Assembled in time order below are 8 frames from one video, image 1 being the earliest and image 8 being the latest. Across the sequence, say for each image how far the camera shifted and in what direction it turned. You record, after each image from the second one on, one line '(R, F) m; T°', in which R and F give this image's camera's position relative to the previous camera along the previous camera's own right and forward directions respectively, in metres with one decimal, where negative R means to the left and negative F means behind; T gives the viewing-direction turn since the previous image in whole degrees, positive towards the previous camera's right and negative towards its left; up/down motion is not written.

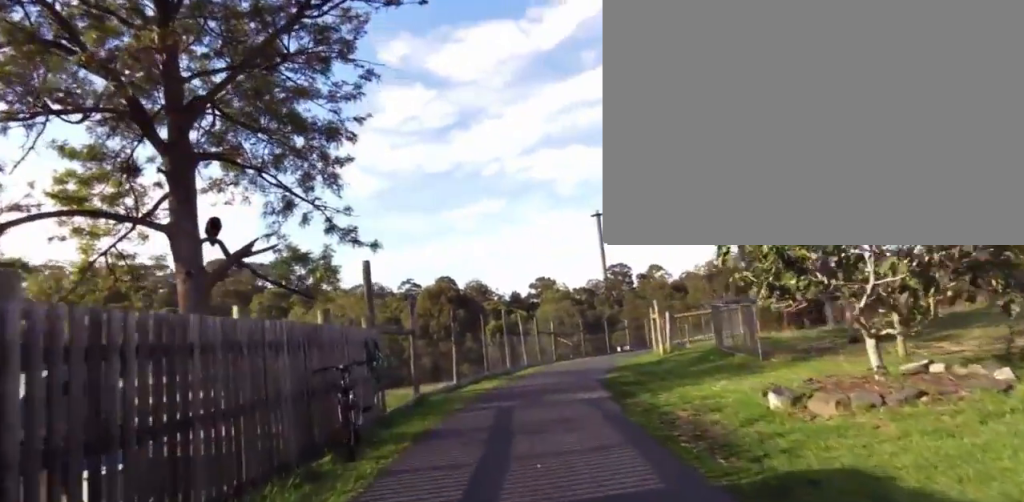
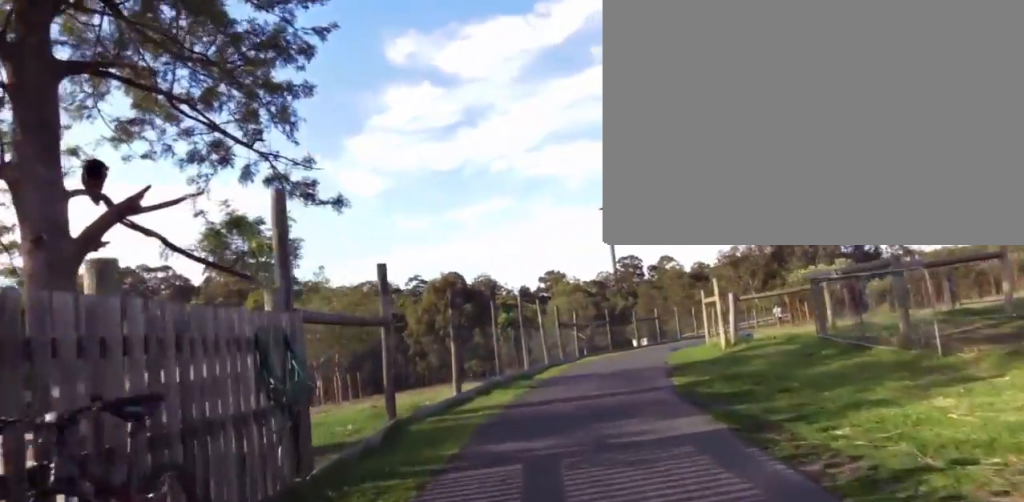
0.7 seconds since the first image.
(-0.6, +4.4) m; 0°
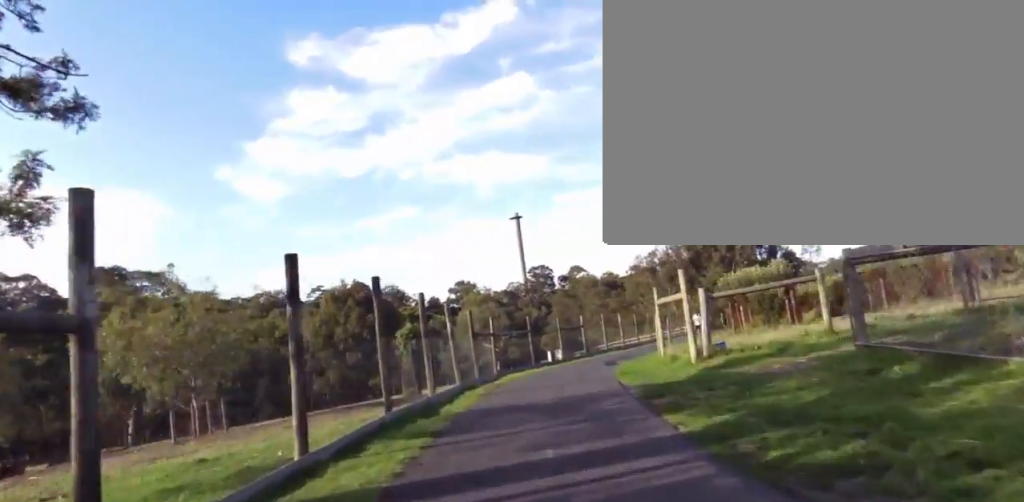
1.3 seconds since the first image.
(-0.1, +4.2) m; +3°
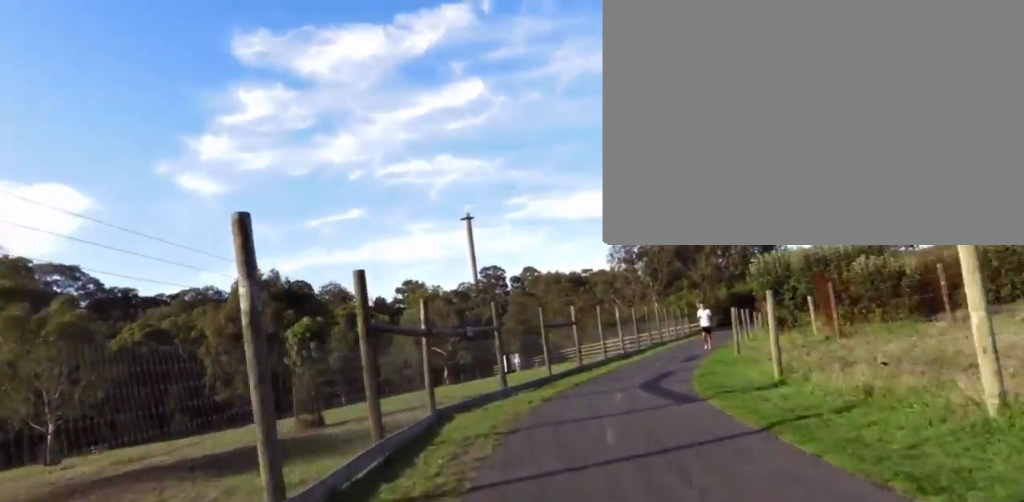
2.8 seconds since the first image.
(+1.4, +10.2) m; +15°
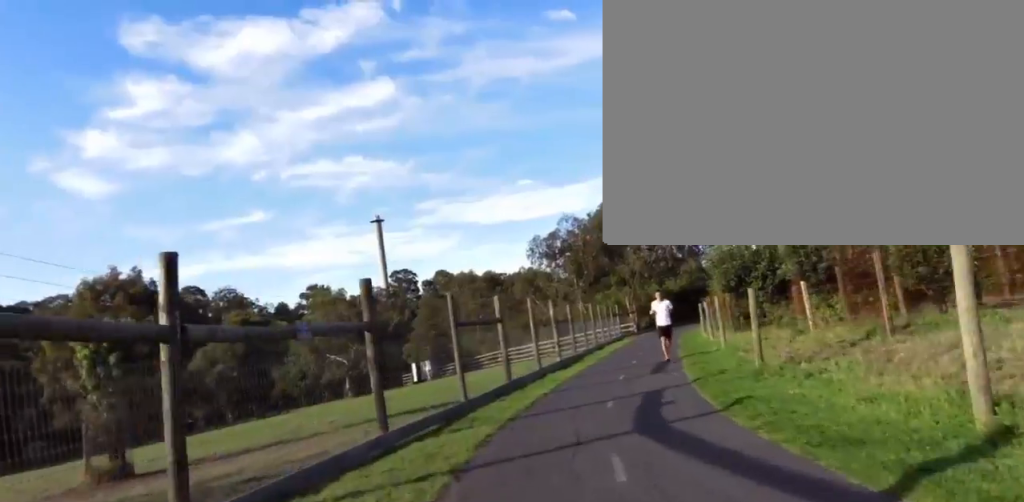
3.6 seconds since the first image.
(+0.5, +5.4) m; +11°
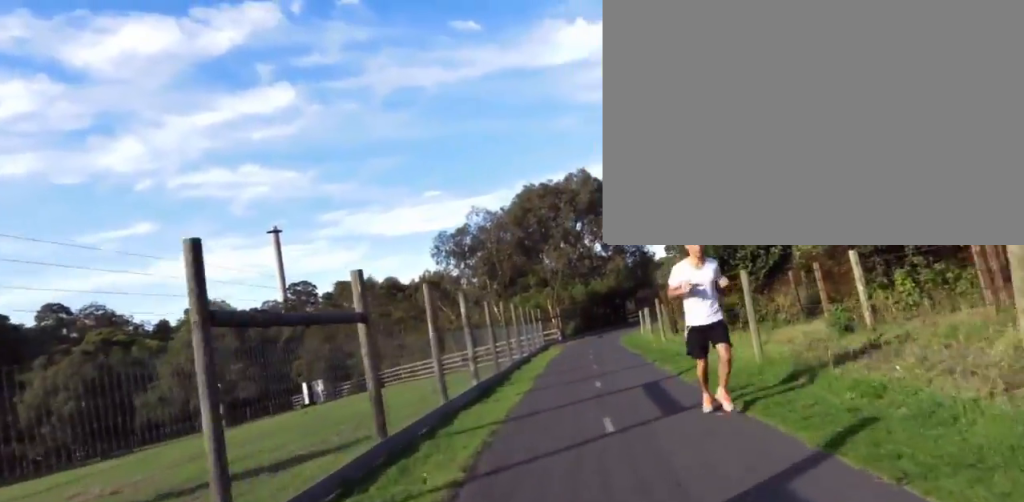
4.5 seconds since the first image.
(+0.8, +6.1) m; +9°
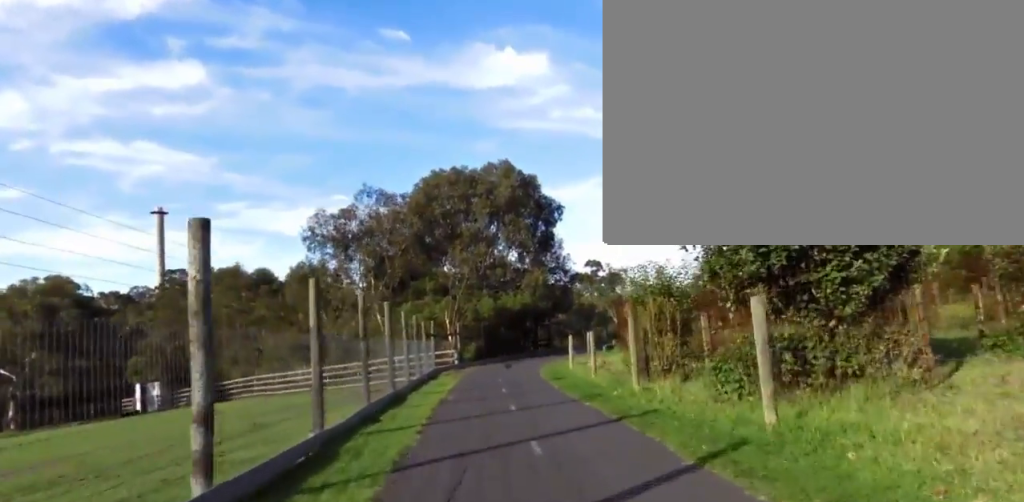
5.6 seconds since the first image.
(+0.4, +8.4) m; +2°
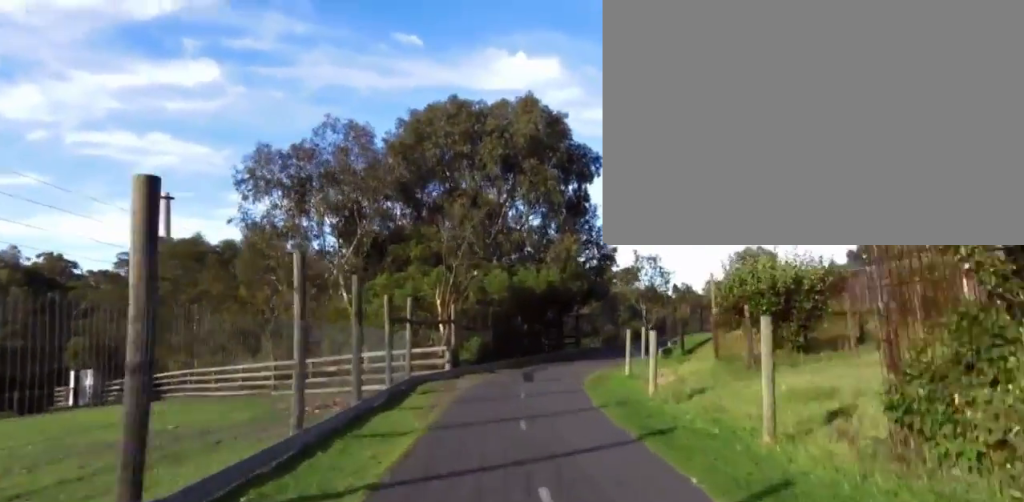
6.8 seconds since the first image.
(-0.2, +10.6) m; +1°
